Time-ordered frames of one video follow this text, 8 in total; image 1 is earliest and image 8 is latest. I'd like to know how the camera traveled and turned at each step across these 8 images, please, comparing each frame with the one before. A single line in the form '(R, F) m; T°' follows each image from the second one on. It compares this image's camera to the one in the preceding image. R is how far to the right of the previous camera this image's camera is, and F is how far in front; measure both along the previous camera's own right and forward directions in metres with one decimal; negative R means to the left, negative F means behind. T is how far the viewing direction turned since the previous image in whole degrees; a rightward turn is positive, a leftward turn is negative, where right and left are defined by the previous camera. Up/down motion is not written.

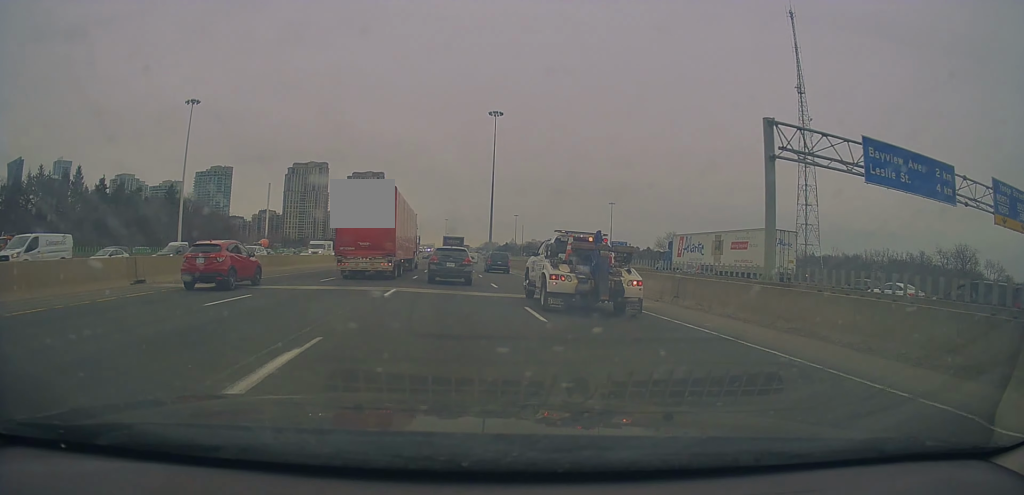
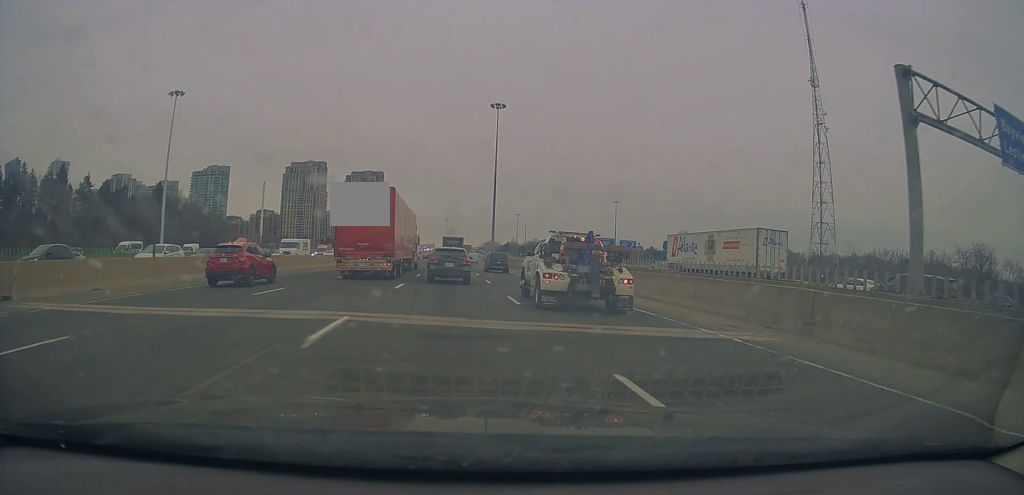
(-0.1, +8.1) m; 0°
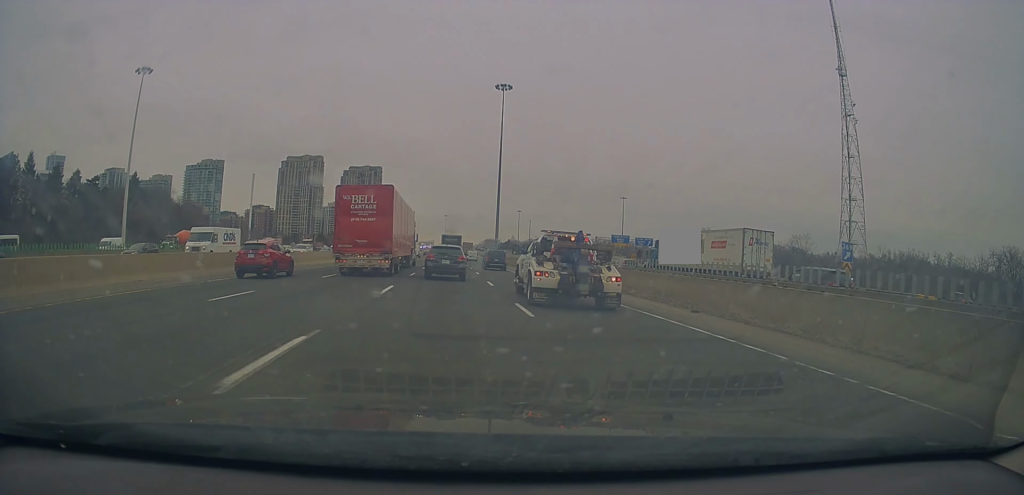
(-0.3, +14.3) m; 0°
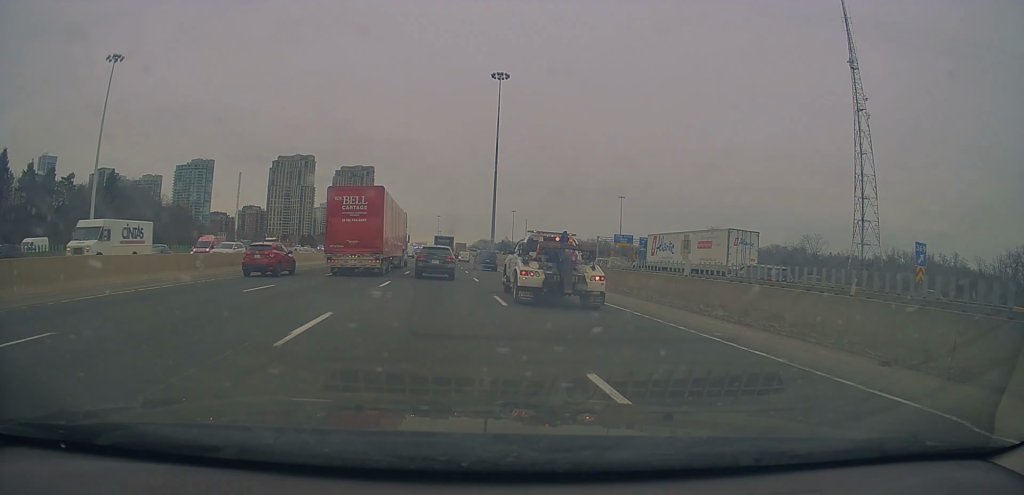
(+0.2, +8.6) m; +1°
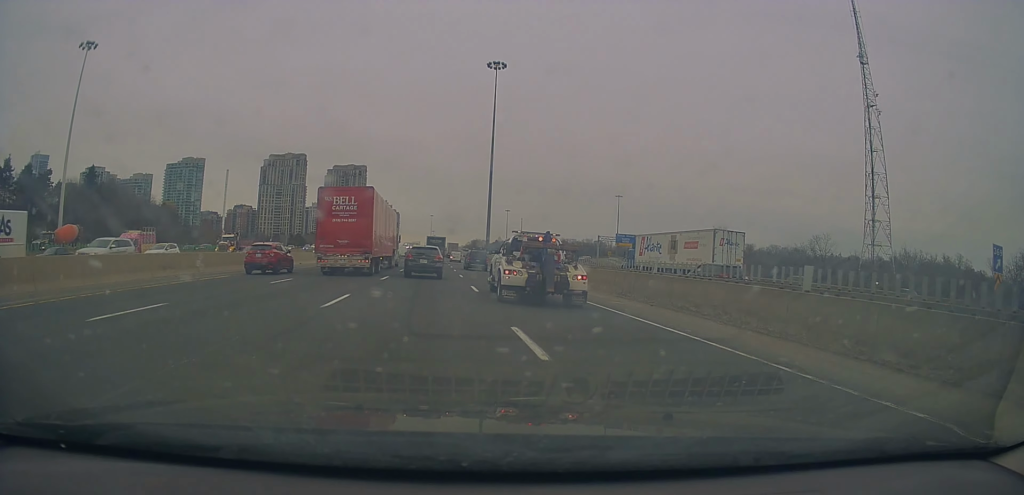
(0.0, +7.2) m; 0°
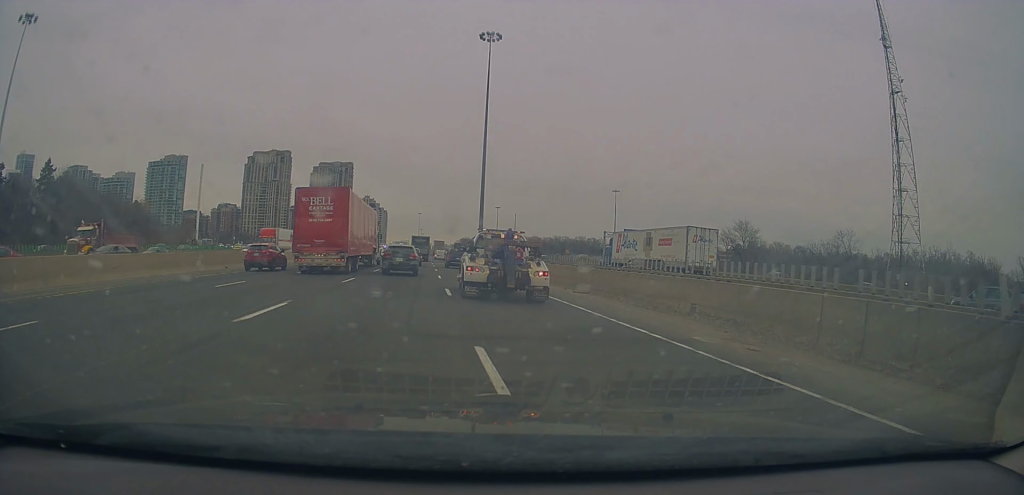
(-0.1, +15.2) m; +1°
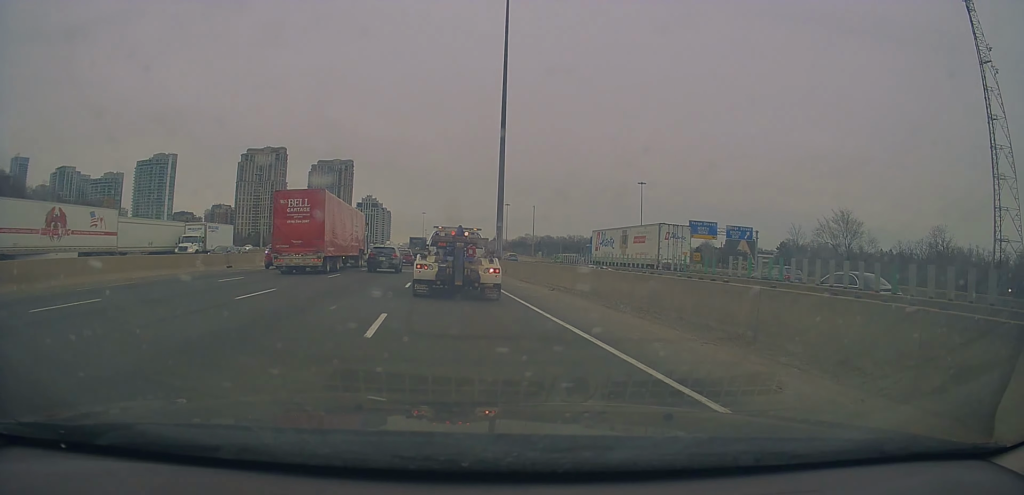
(+1.0, +30.4) m; +2°
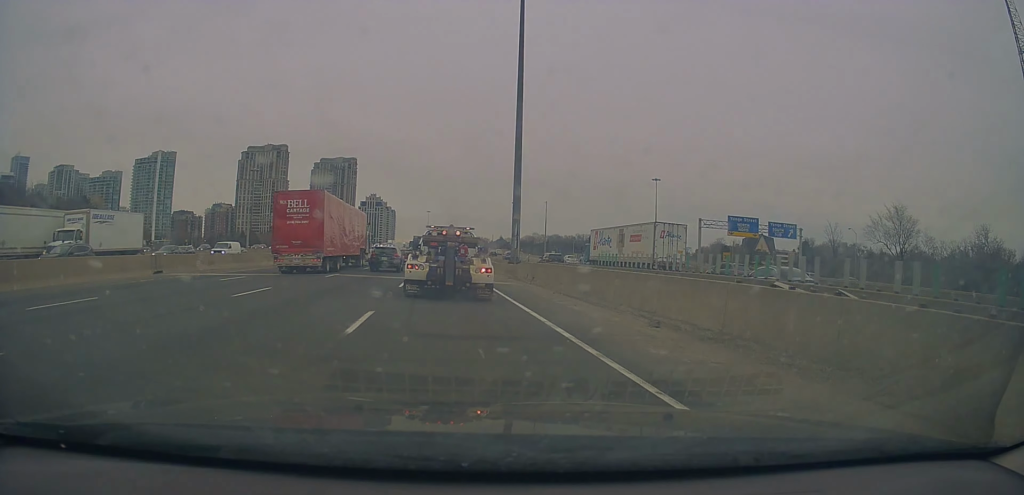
(-0.2, +11.7) m; -1°
